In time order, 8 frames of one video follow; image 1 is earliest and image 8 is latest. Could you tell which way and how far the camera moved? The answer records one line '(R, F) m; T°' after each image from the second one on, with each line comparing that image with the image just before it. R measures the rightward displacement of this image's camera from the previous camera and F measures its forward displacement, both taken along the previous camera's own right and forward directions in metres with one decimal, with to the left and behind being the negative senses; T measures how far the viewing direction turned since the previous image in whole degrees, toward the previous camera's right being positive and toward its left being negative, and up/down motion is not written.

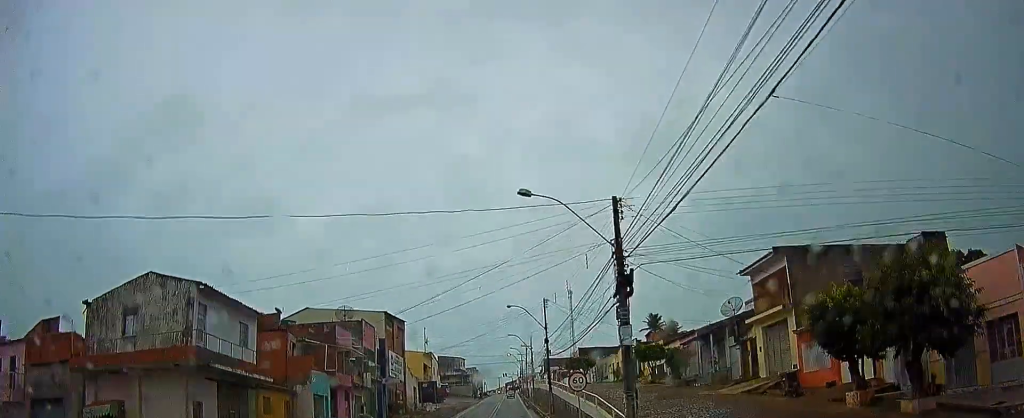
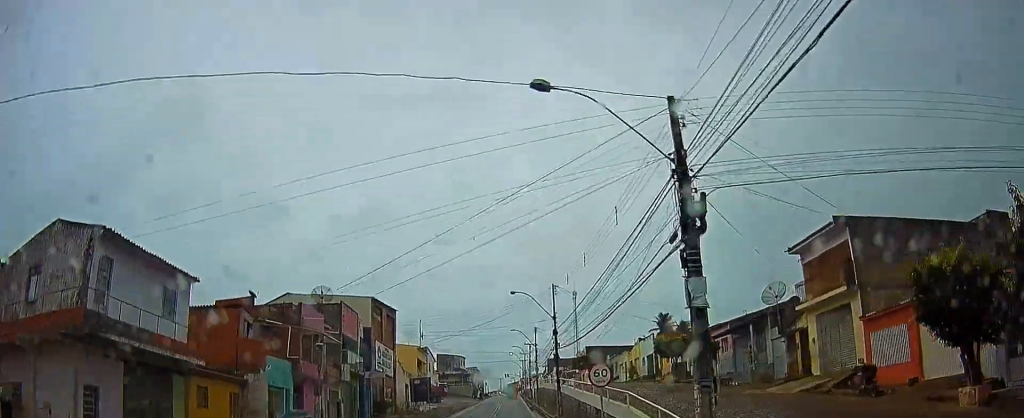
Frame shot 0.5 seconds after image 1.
(0.0, +6.3) m; -1°
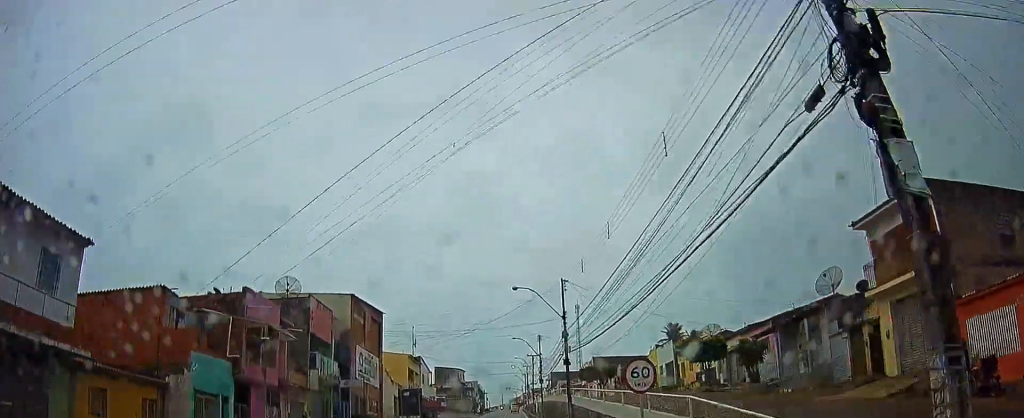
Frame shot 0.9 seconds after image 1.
(-0.1, +6.3) m; 0°
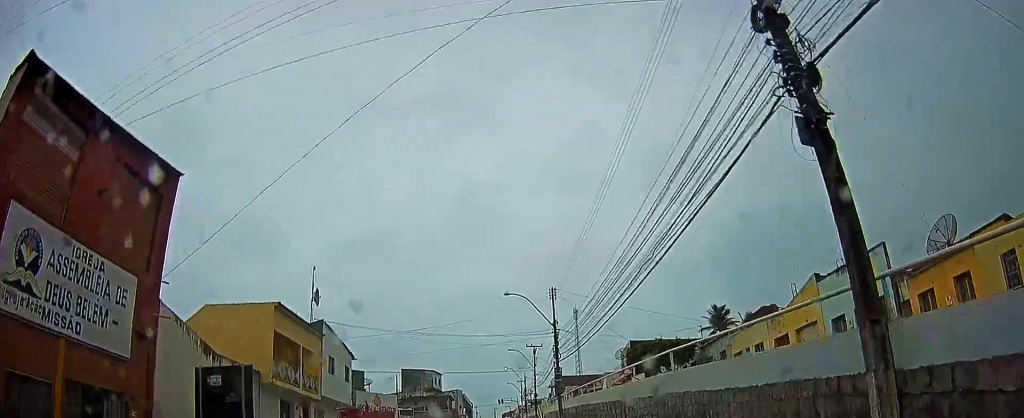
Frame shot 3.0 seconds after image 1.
(+0.4, +29.9) m; 0°
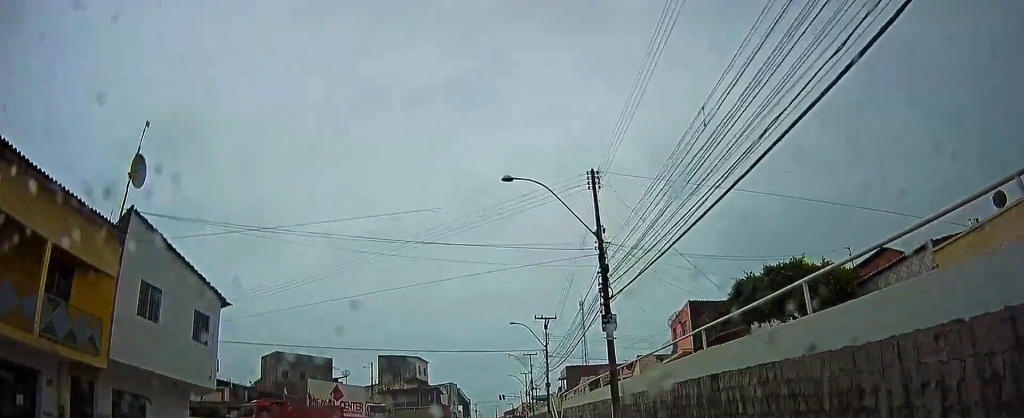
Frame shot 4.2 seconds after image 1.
(-0.1, +17.8) m; +1°
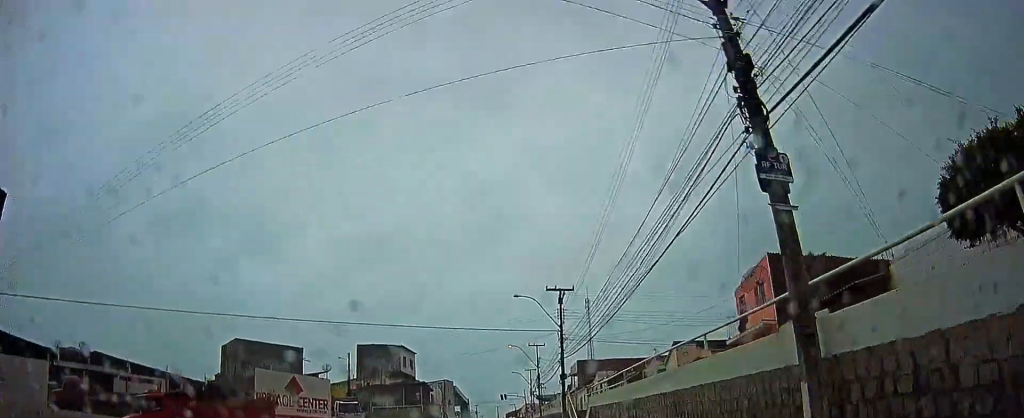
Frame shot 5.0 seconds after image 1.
(+0.3, +12.2) m; 0°
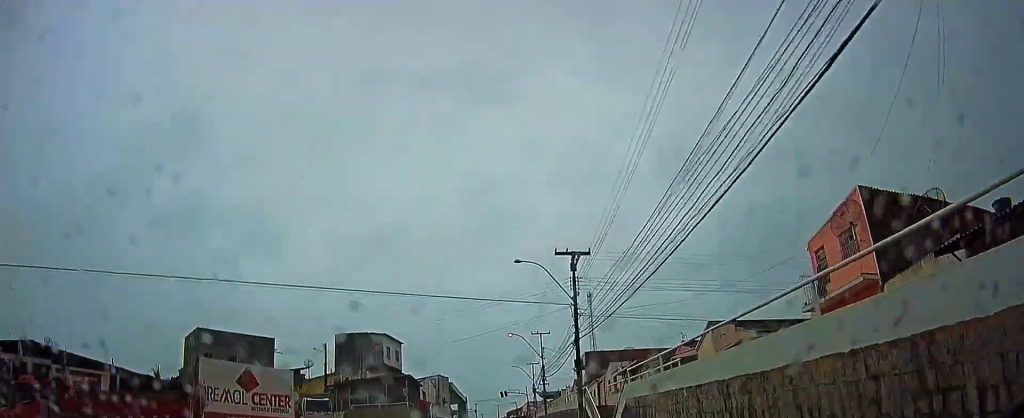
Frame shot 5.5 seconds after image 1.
(+0.1, +8.6) m; 0°
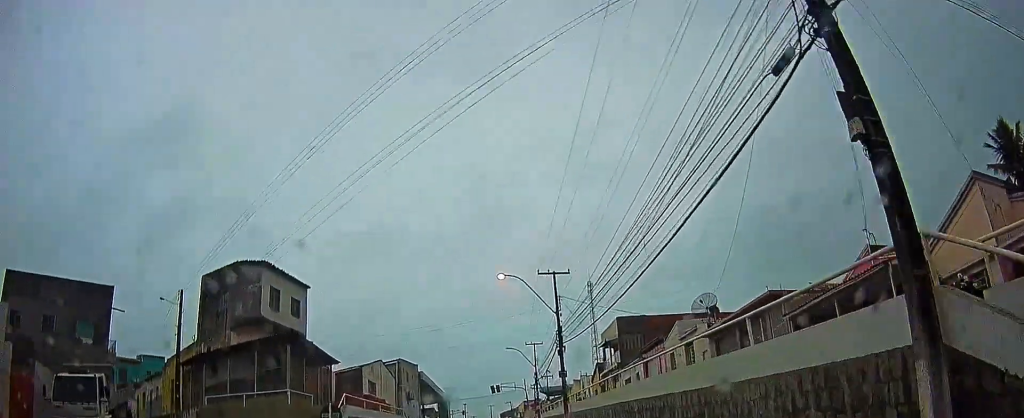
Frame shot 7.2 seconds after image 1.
(-0.4, +27.1) m; 0°
